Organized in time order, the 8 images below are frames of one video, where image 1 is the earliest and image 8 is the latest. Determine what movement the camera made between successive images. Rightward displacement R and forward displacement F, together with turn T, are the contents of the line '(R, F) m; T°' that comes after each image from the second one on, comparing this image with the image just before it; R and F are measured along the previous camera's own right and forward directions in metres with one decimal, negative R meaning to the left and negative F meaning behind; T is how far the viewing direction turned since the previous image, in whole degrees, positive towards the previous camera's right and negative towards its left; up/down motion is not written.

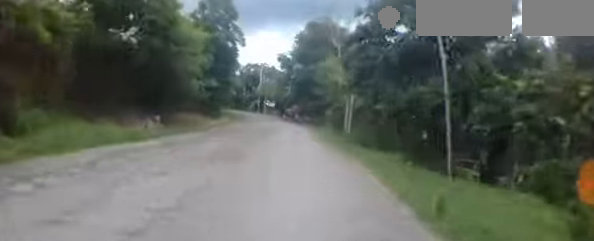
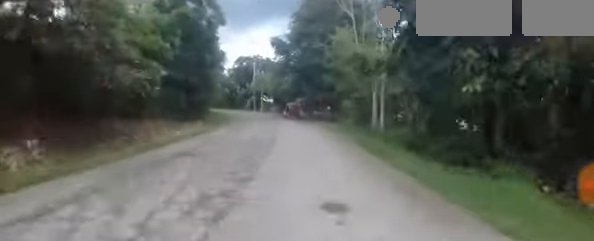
(-0.3, +6.5) m; -2°
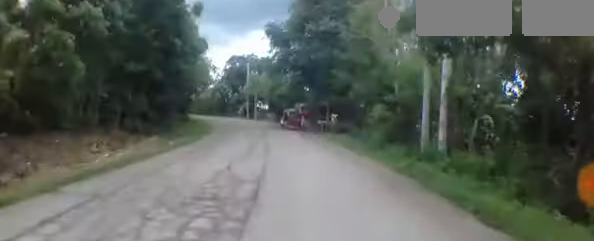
(0.0, +6.1) m; 0°
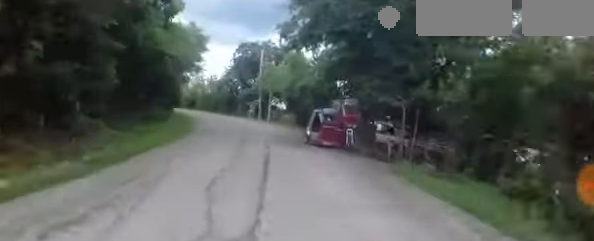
(0.0, +9.8) m; -4°
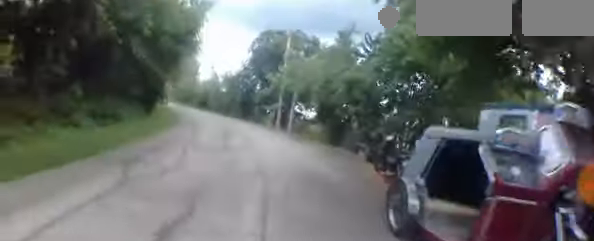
(-0.6, +8.5) m; -6°
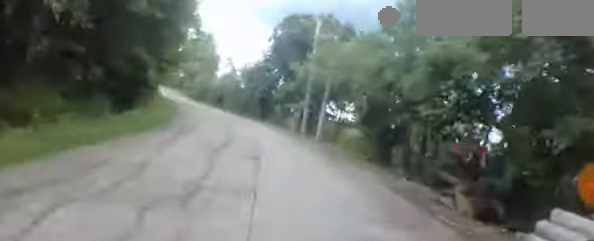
(-0.2, +5.5) m; -5°
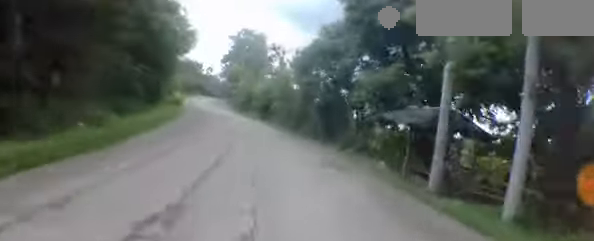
(-1.3, +12.5) m; -9°
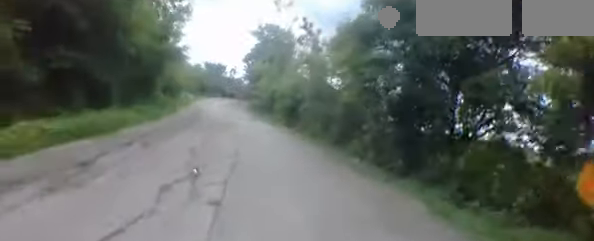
(-0.1, +8.2) m; -5°
